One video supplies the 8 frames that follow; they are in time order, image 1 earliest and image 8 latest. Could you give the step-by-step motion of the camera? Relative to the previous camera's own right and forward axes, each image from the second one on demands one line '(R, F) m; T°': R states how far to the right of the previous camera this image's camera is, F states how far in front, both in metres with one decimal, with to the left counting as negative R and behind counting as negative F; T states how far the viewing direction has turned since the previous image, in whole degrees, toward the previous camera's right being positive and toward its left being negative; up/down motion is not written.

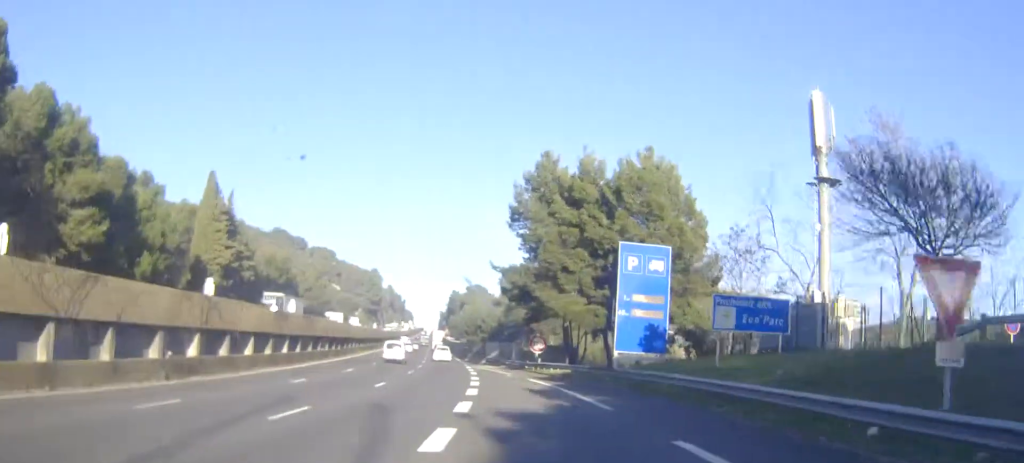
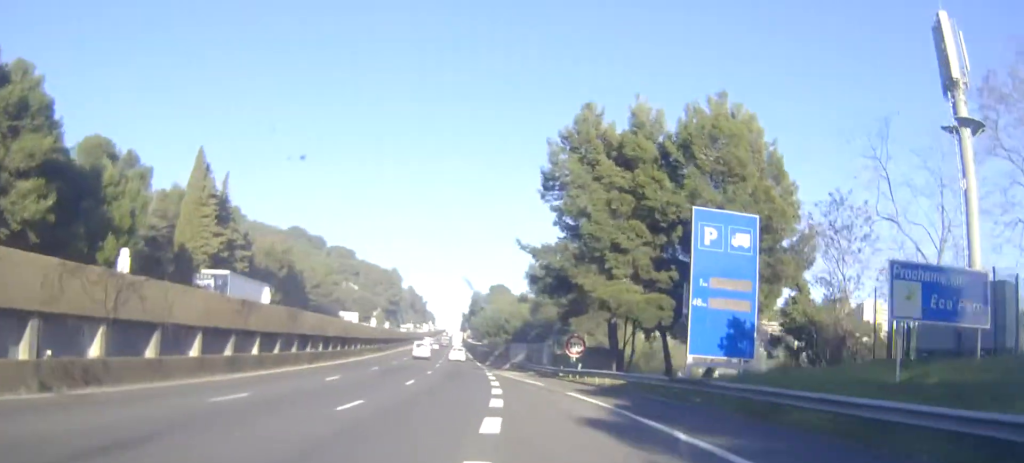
(-0.1, +10.5) m; -1°
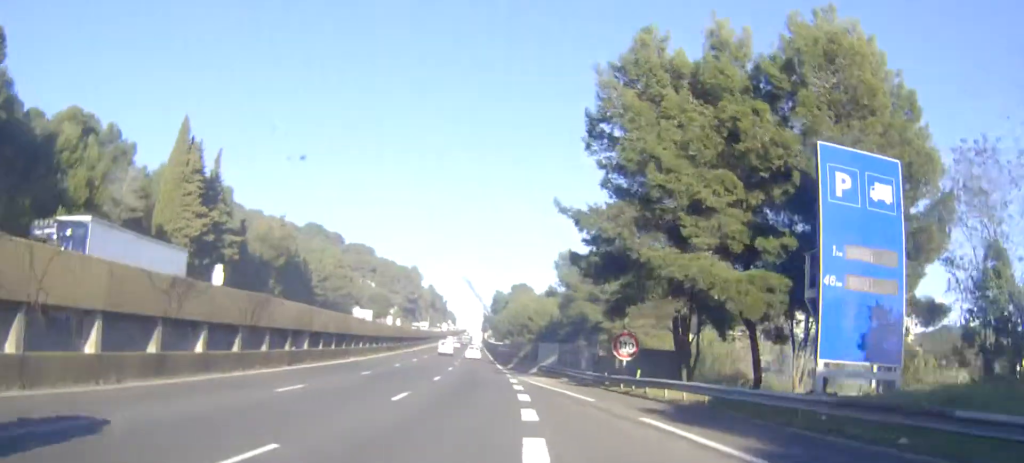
(0.0, +10.1) m; -1°
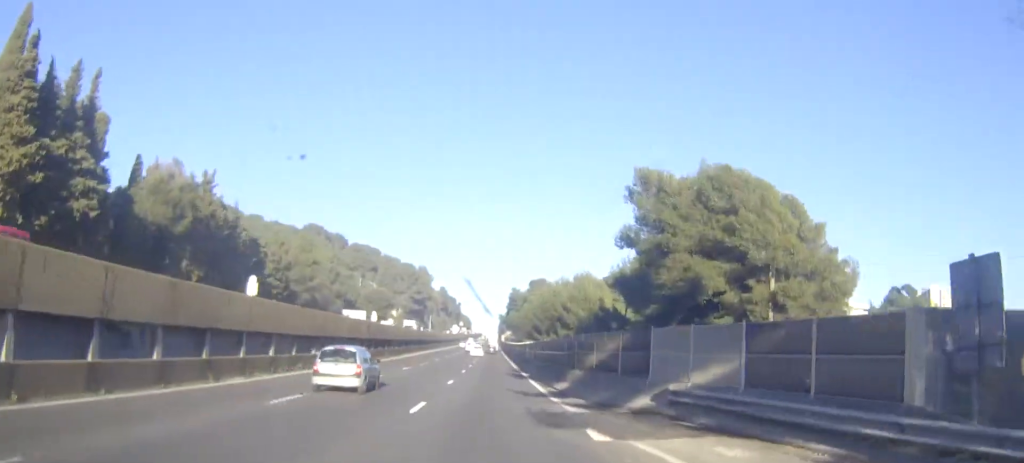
(-0.8, +30.2) m; -1°
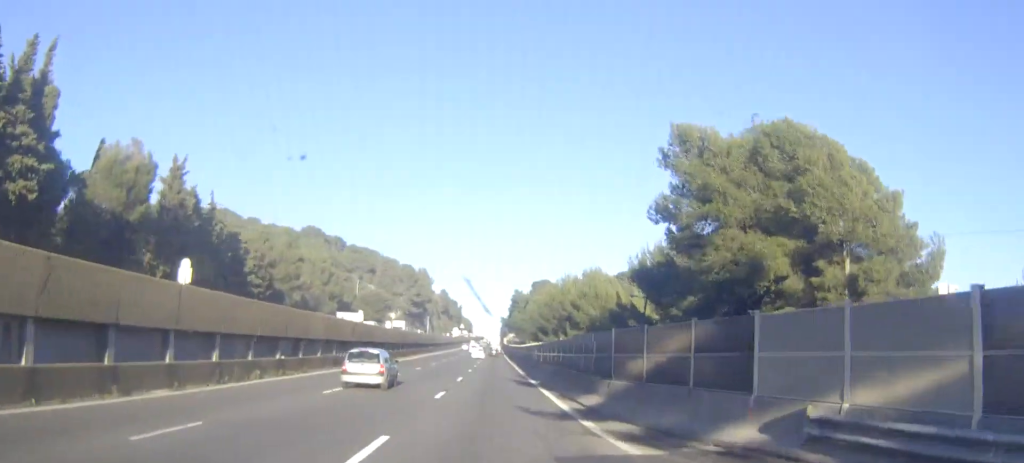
(+0.2, +7.3) m; 0°
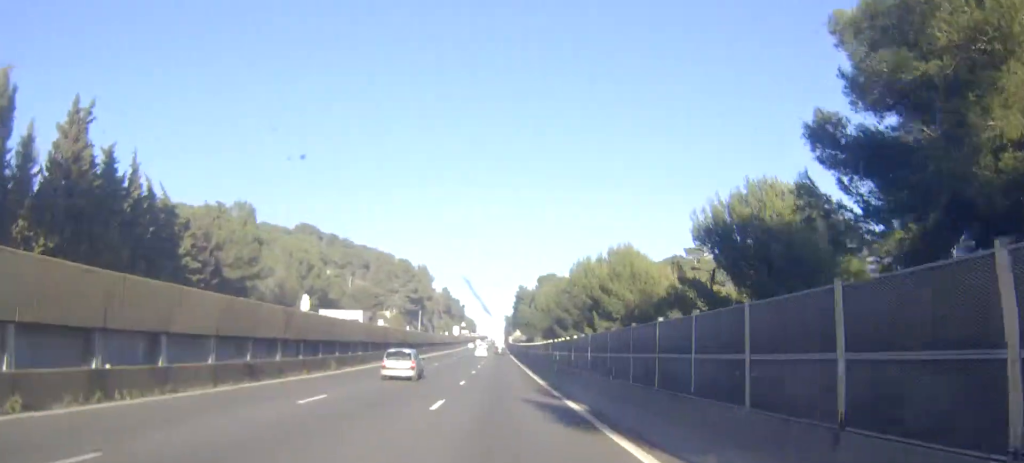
(0.0, +16.8) m; 0°
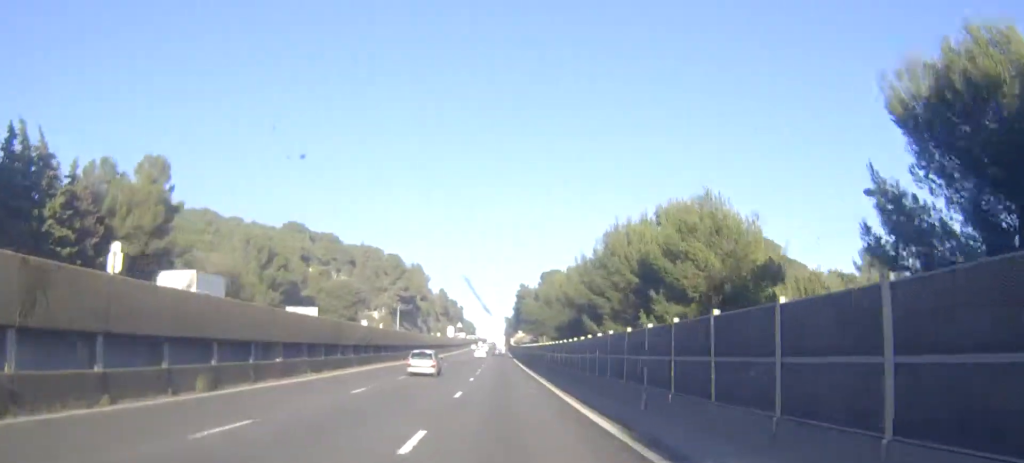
(-0.1, +19.6) m; -1°
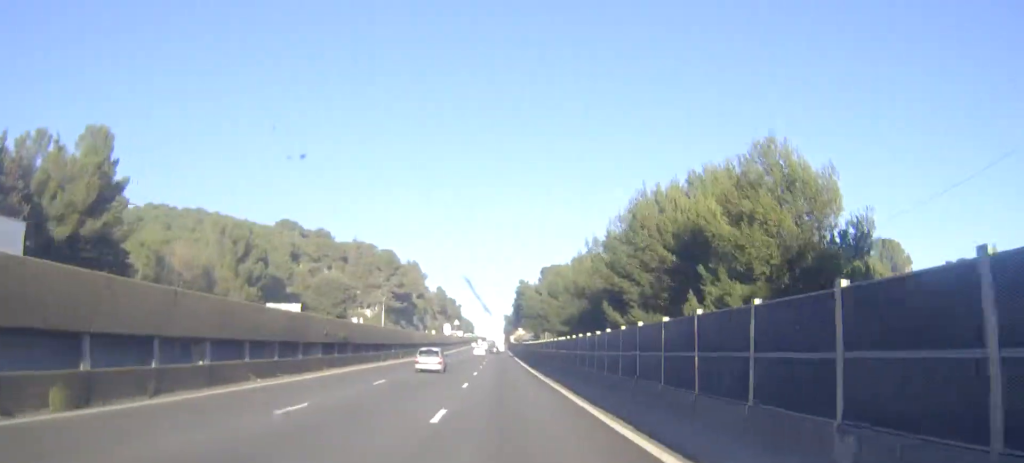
(0.0, +8.5) m; 0°
